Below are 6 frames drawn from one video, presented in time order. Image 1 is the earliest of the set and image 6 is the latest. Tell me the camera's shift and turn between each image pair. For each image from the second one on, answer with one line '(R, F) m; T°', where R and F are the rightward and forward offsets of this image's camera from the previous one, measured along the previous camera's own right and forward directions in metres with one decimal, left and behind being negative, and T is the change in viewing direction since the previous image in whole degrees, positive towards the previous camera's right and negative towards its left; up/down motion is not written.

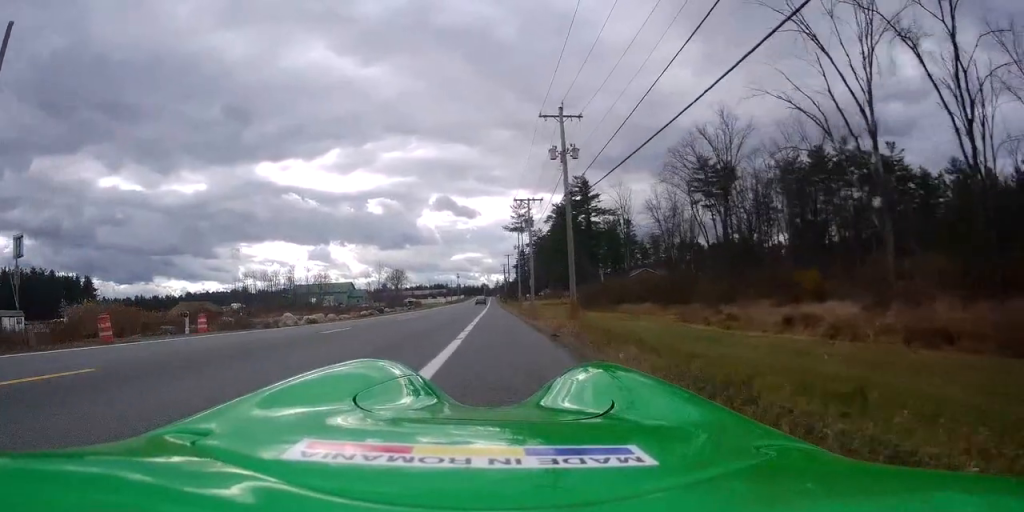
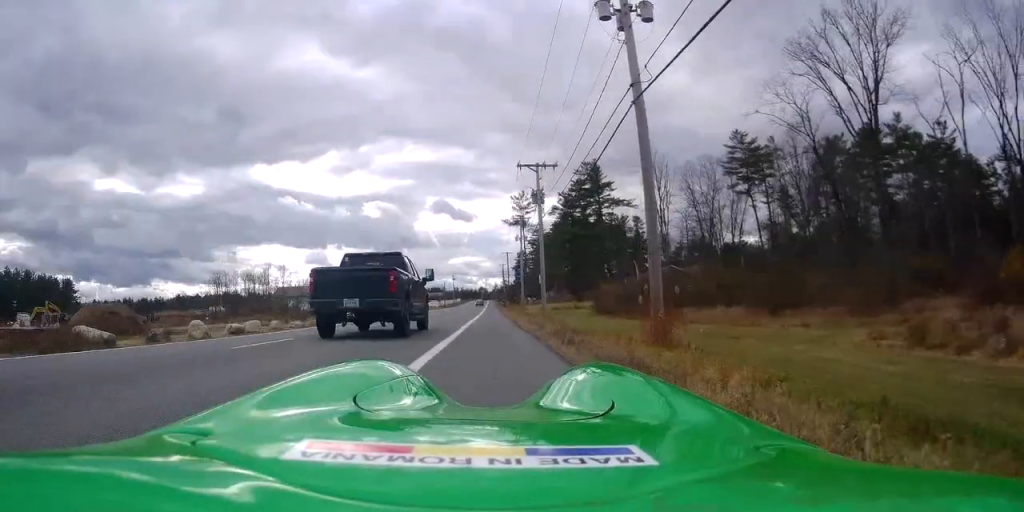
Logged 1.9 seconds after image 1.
(-1.0, +16.3) m; -1°
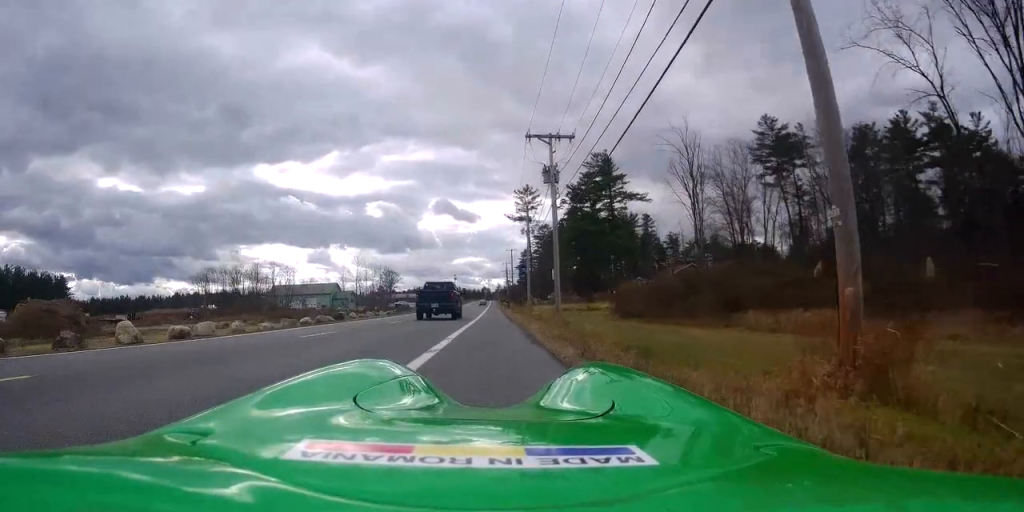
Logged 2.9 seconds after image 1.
(+0.5, +8.1) m; -1°
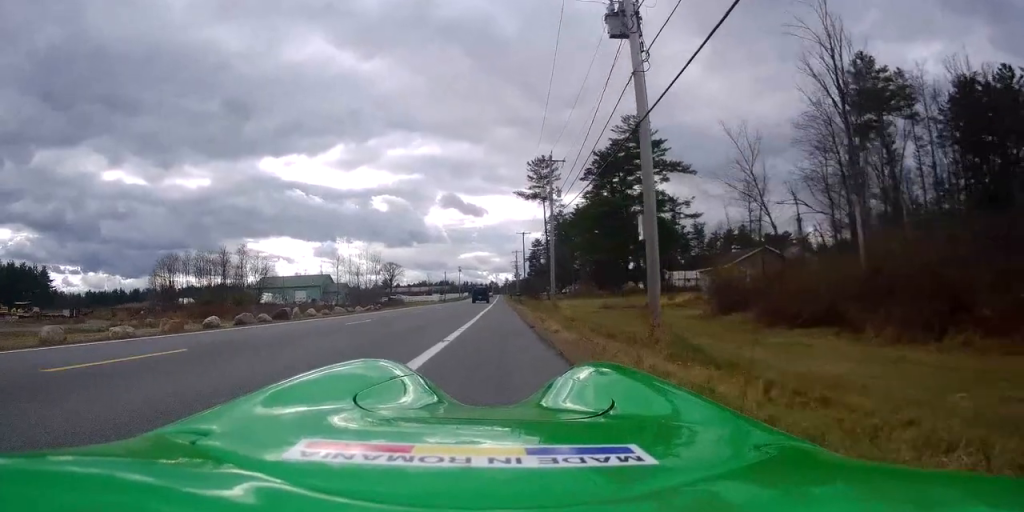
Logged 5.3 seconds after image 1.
(-1.1, +21.0) m; +2°
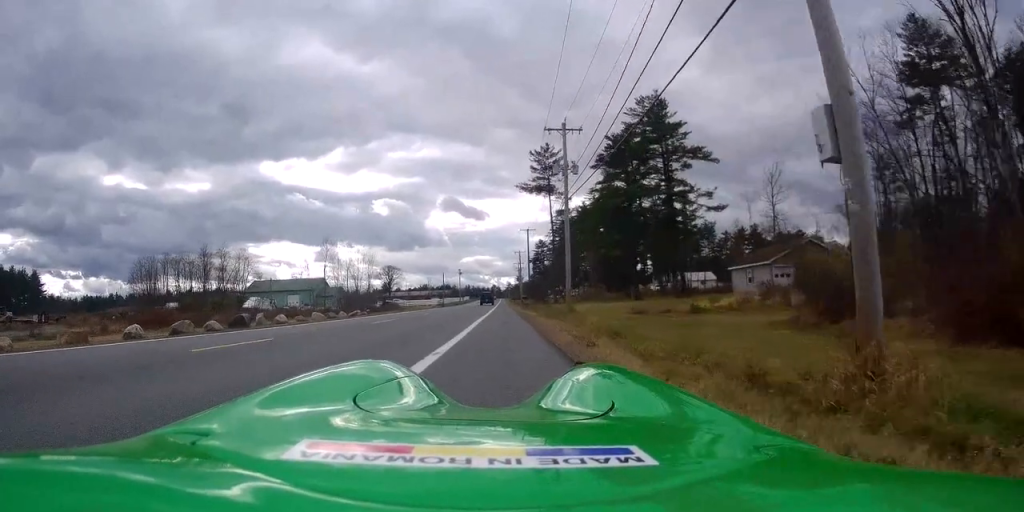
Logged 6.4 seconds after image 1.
(+0.2, +8.8) m; -1°
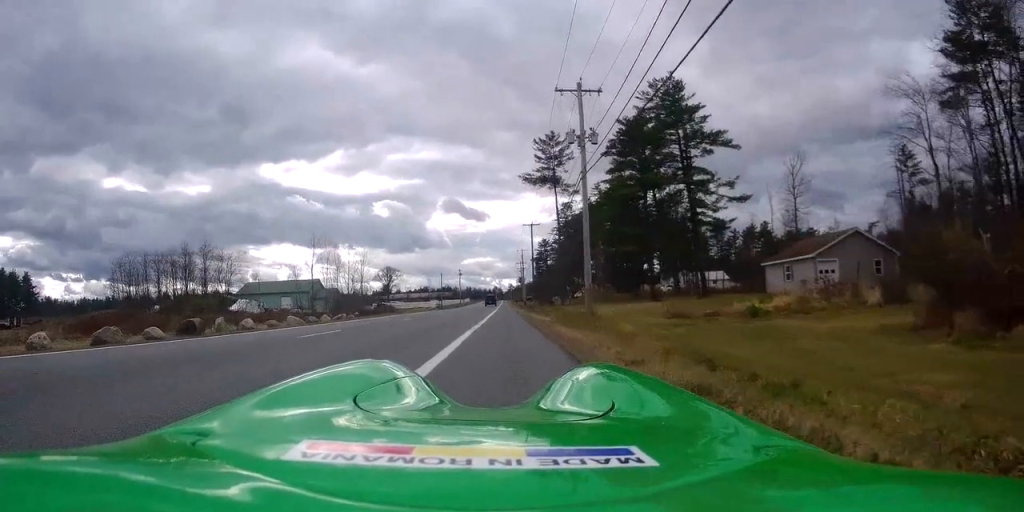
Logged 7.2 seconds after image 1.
(-0.2, +7.4) m; -4°
